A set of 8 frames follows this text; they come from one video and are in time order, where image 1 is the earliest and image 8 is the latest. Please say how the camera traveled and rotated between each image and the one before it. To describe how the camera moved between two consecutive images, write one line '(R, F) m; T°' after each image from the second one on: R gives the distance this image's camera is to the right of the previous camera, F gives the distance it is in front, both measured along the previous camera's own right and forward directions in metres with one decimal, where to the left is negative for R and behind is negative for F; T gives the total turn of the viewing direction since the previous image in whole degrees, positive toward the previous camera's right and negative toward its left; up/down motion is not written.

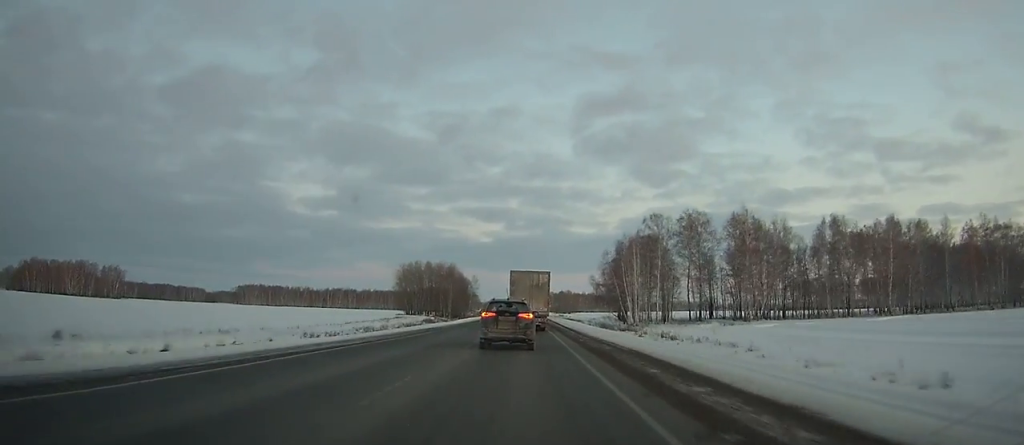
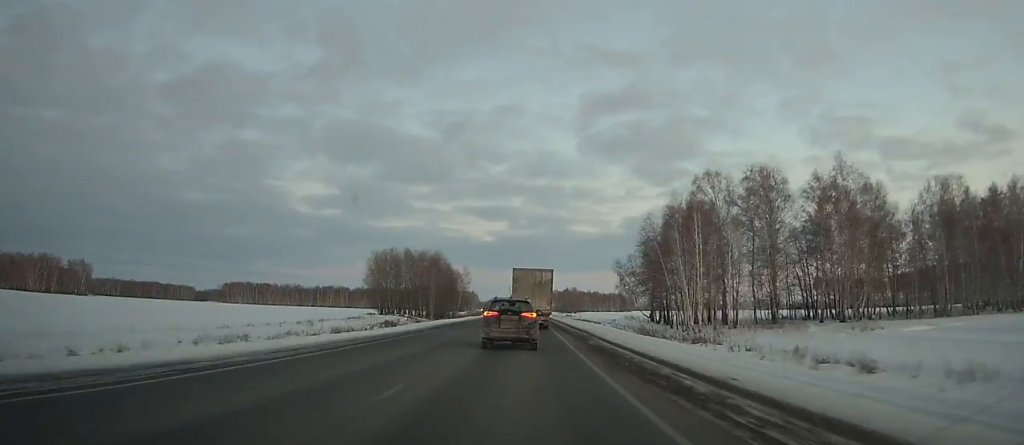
(0.0, +35.5) m; 0°
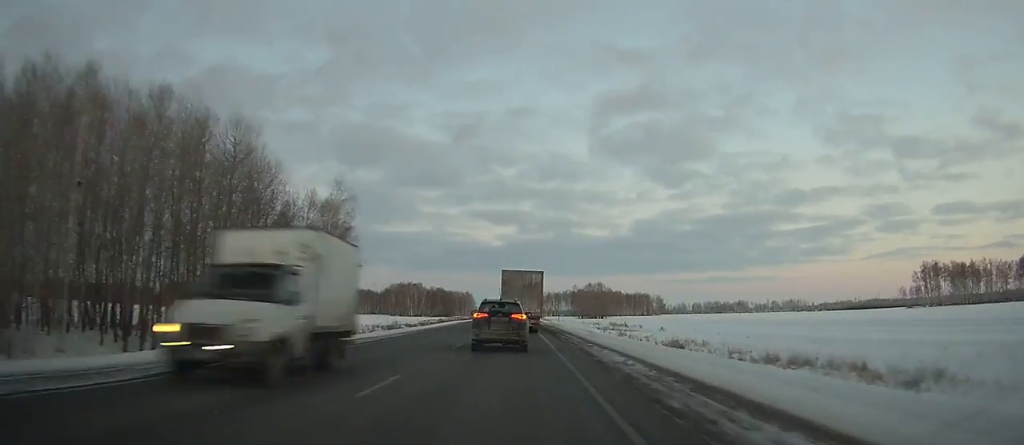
(-1.1, +116.0) m; -1°
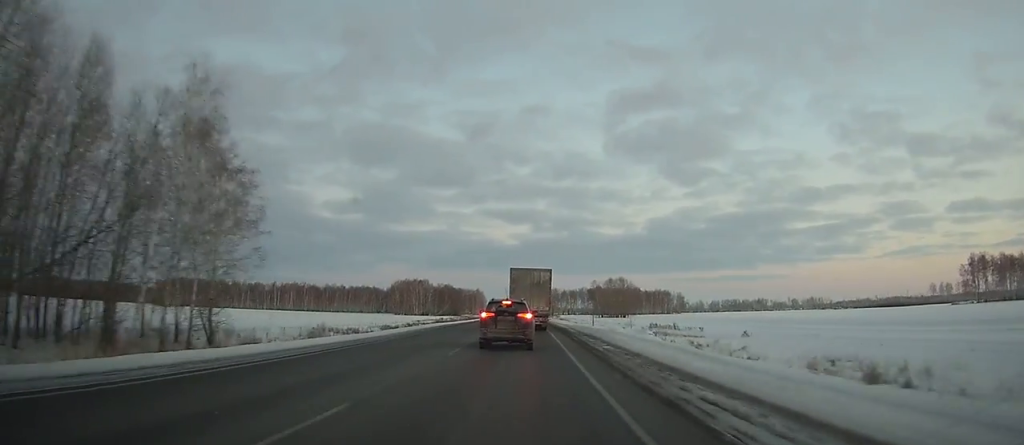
(-0.1, +27.5) m; 0°
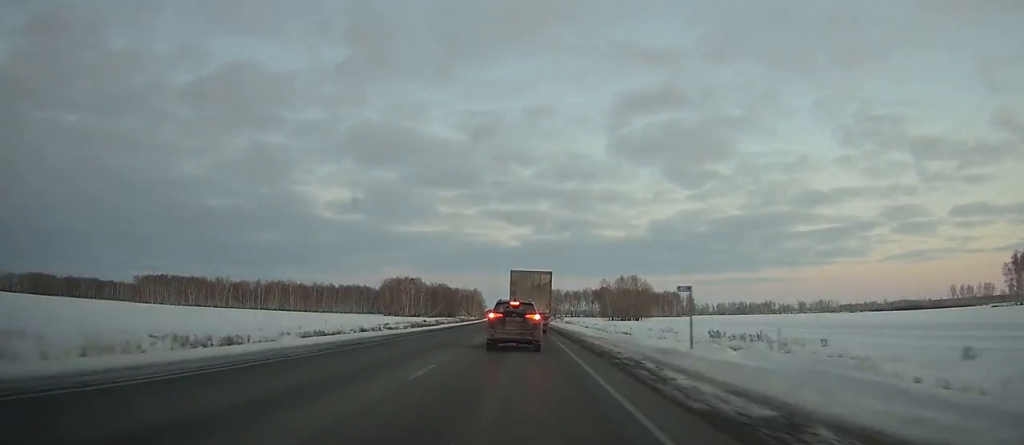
(-0.1, +29.7) m; 0°
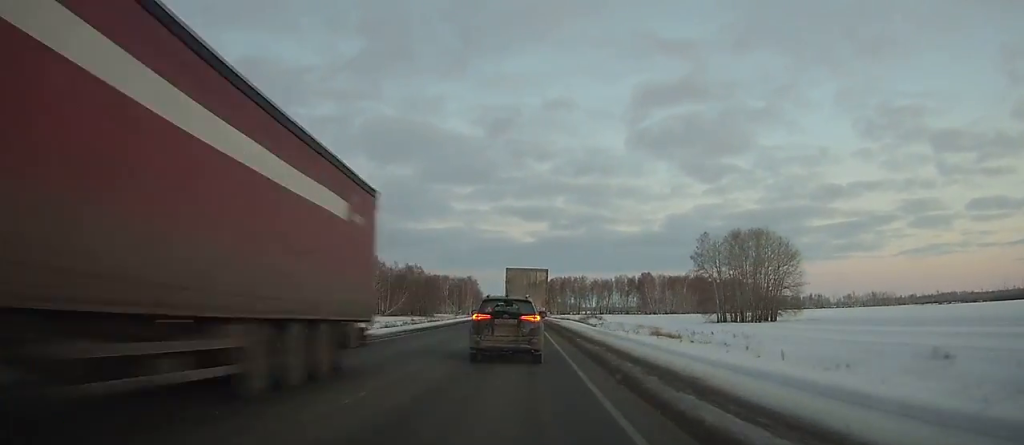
(-1.7, +120.9) m; -2°
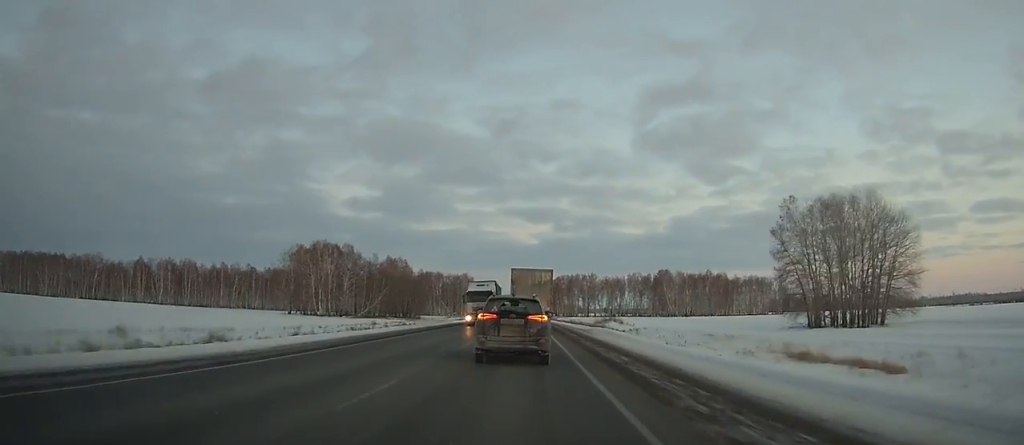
(-0.2, +36.1) m; 0°
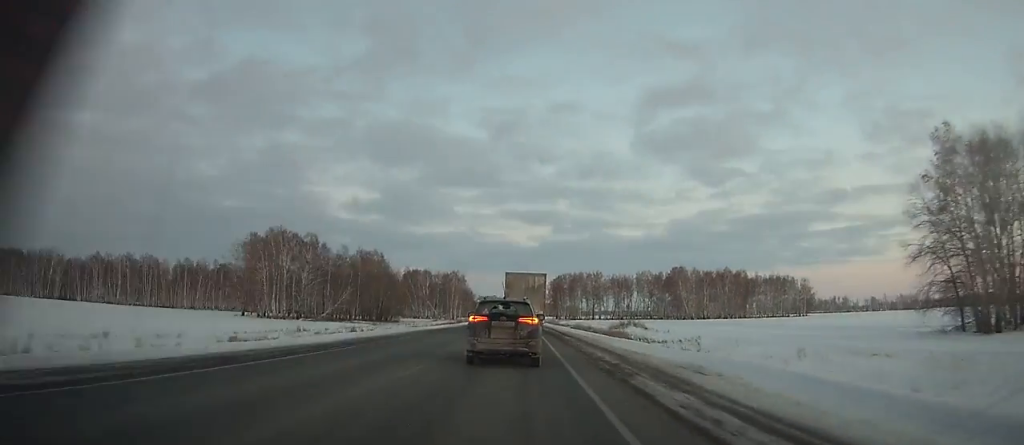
(0.0, +31.9) m; 0°
